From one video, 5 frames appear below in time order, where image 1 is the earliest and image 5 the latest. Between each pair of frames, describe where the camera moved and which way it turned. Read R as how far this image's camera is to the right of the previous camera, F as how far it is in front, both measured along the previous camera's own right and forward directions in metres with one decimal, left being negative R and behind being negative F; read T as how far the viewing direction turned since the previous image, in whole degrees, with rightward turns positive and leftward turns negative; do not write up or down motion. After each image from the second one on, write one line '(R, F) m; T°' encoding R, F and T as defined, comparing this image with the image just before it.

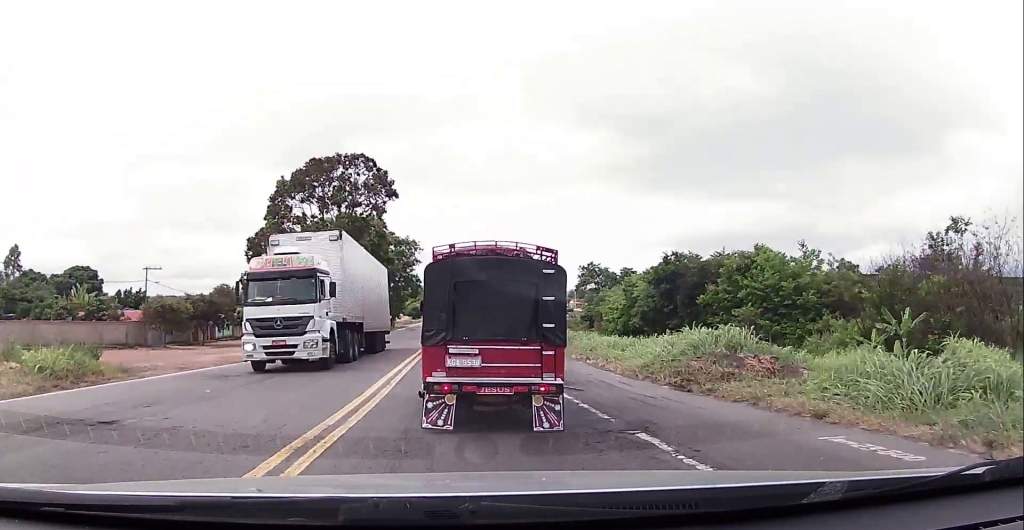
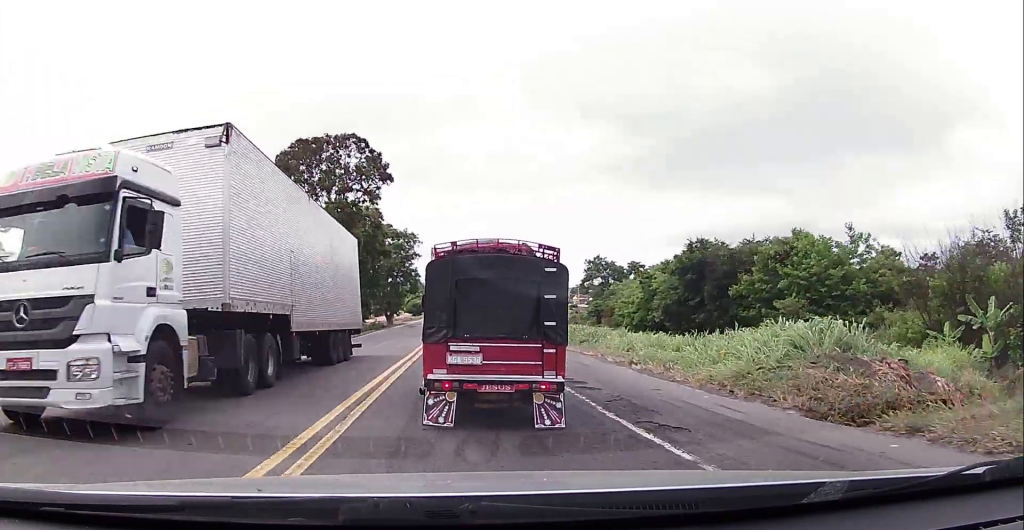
(0.0, +6.1) m; 0°
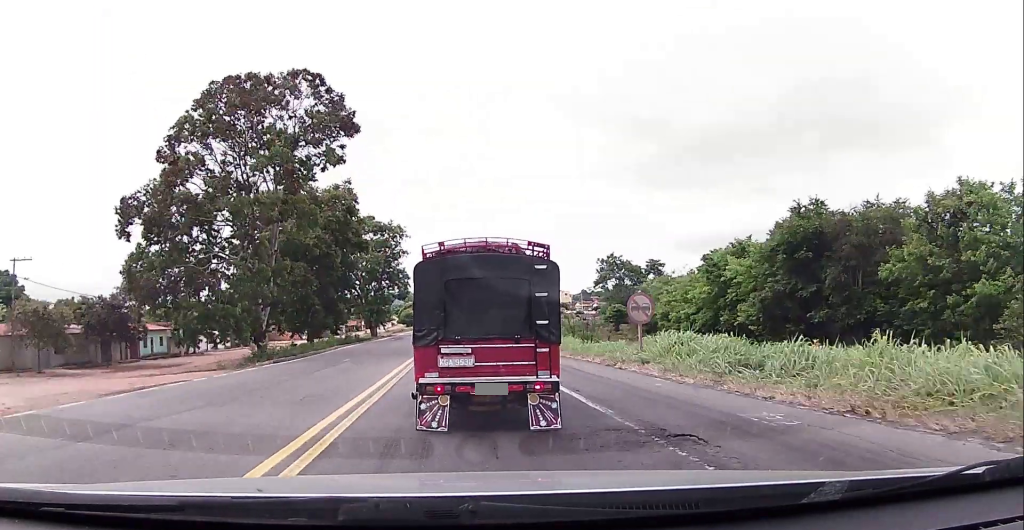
(+0.1, +18.1) m; +1°
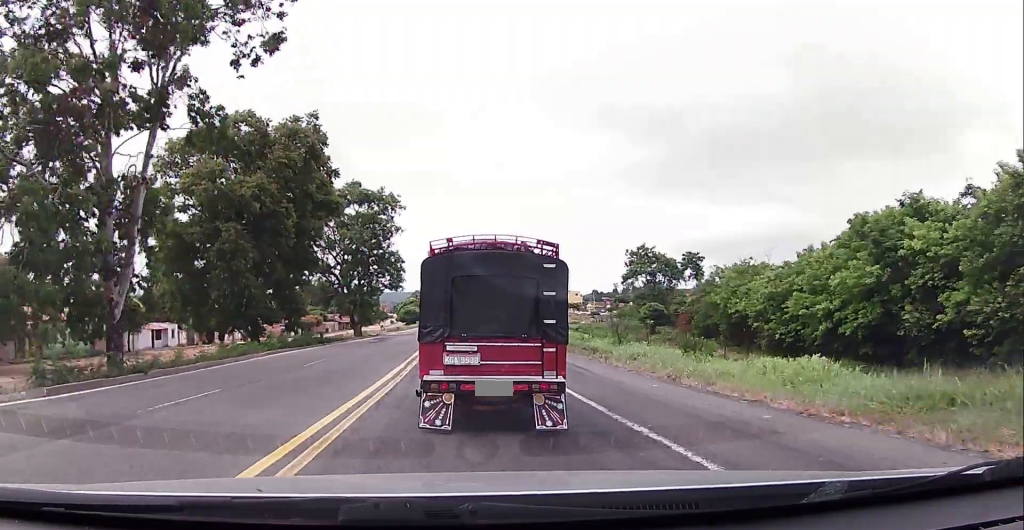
(-0.2, +19.6) m; 0°
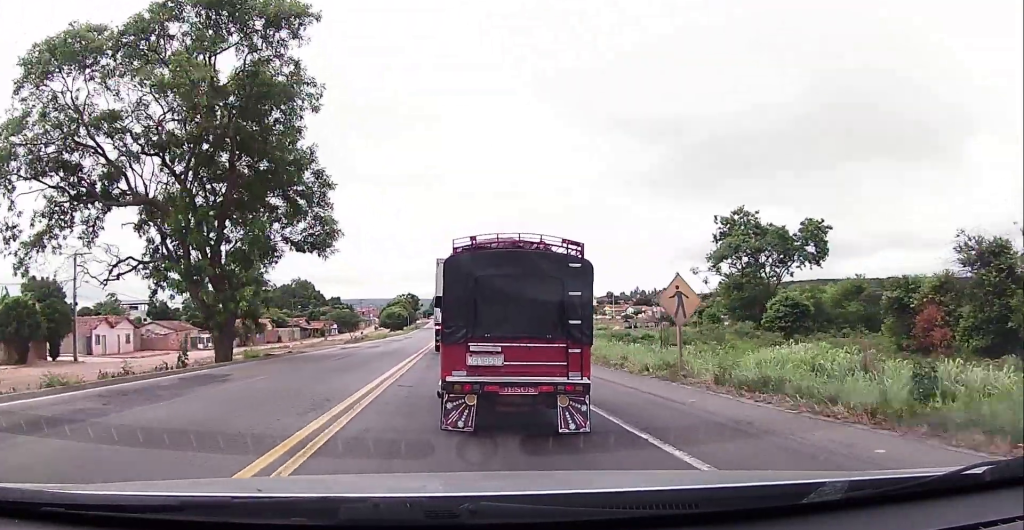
(-0.6, +44.0) m; 0°
